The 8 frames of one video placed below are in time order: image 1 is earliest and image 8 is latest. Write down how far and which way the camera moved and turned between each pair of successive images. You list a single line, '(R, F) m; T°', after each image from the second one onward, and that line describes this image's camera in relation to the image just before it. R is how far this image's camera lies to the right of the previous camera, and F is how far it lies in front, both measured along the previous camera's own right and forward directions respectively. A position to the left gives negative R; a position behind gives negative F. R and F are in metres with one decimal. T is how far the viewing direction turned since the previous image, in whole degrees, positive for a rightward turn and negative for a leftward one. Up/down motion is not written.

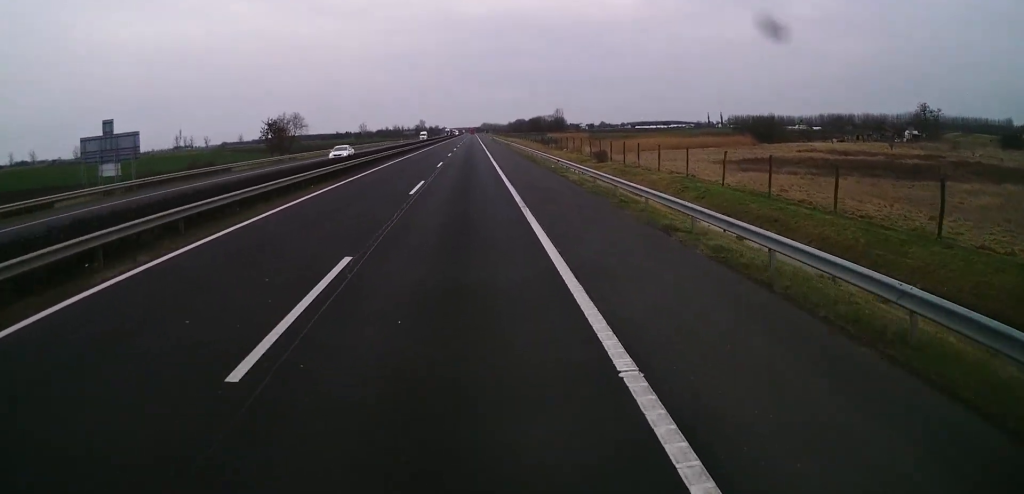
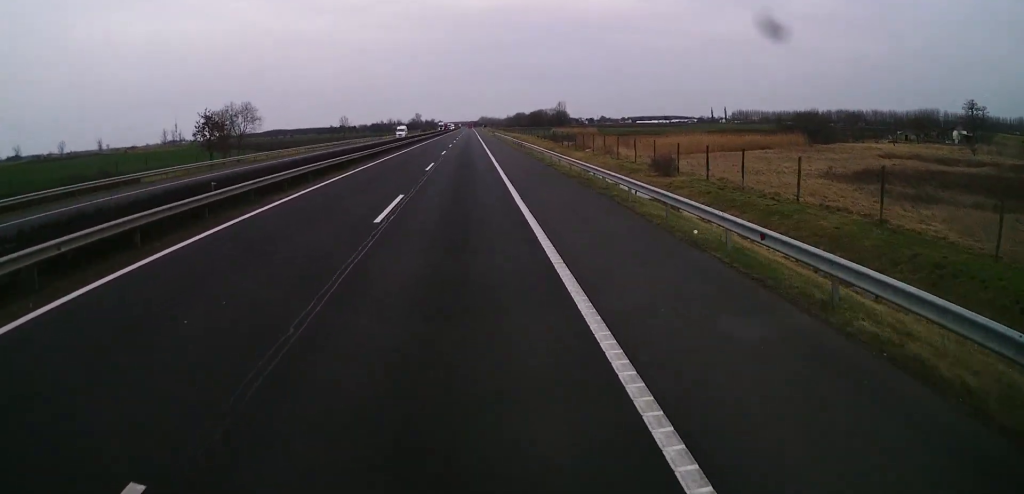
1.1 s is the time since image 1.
(-0.3, +26.1) m; -1°
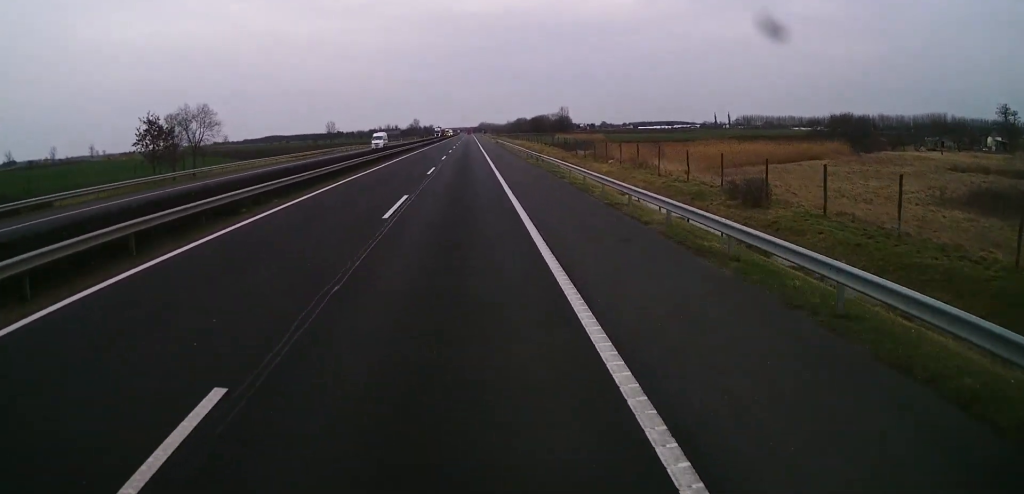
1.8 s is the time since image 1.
(-0.3, +16.1) m; 0°
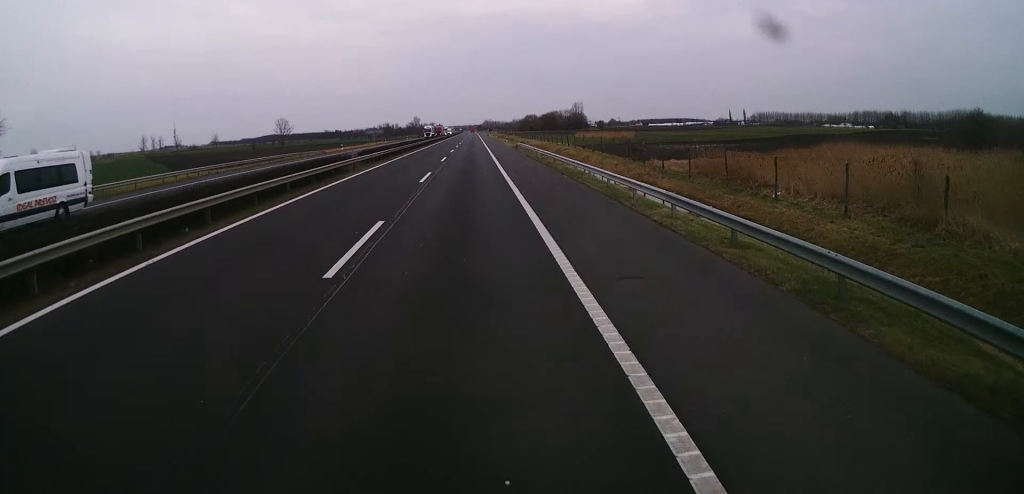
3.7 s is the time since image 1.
(+0.9, +43.8) m; 0°
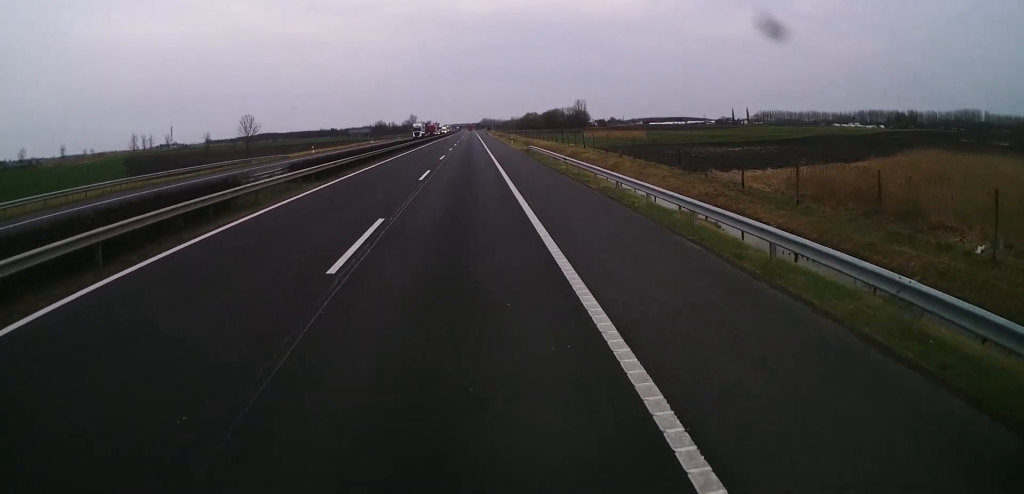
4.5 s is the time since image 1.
(-0.4, +17.6) m; 0°
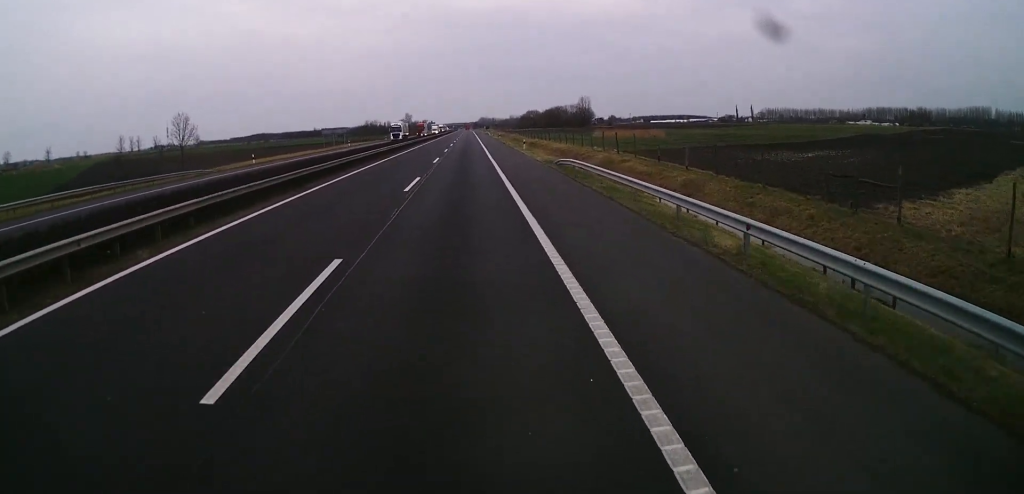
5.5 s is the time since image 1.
(+0.3, +23.1) m; 0°
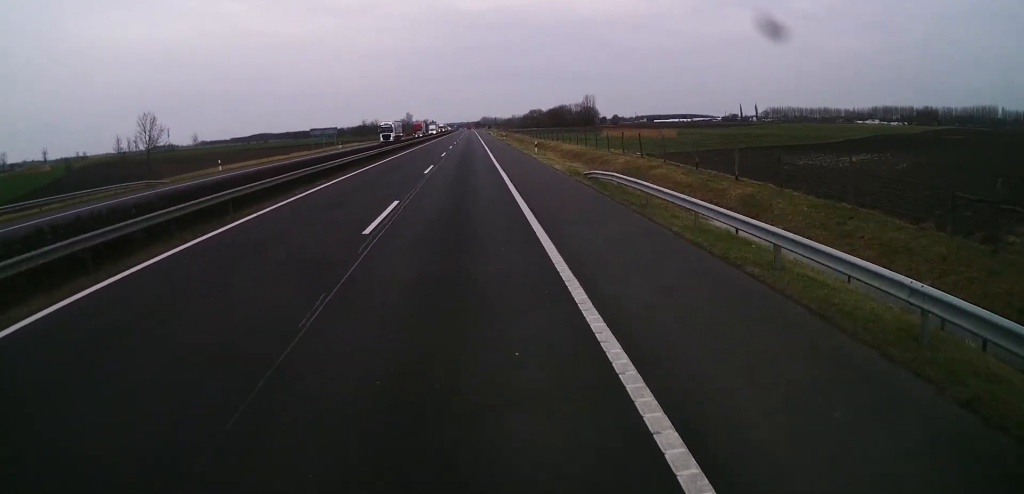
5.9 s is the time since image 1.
(0.0, +9.2) m; 0°
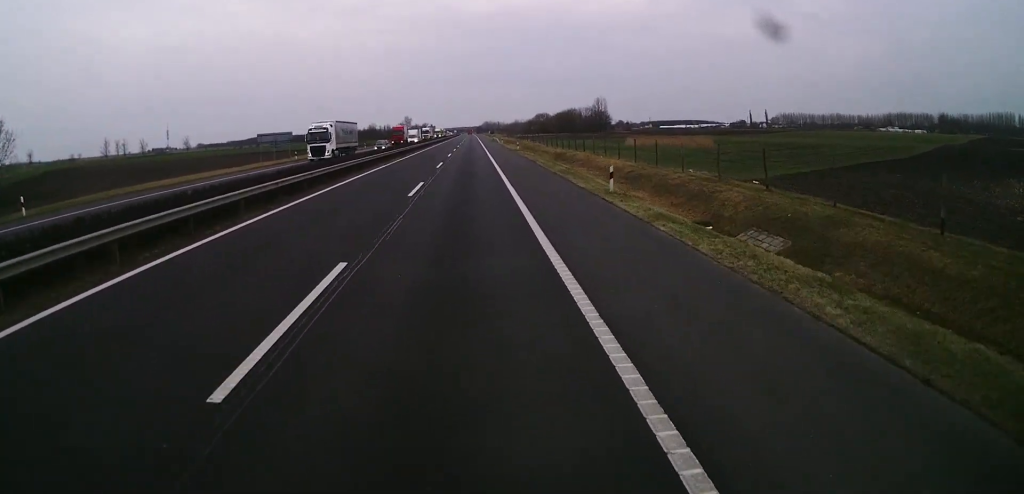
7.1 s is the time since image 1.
(-0.2, +27.0) m; 0°
